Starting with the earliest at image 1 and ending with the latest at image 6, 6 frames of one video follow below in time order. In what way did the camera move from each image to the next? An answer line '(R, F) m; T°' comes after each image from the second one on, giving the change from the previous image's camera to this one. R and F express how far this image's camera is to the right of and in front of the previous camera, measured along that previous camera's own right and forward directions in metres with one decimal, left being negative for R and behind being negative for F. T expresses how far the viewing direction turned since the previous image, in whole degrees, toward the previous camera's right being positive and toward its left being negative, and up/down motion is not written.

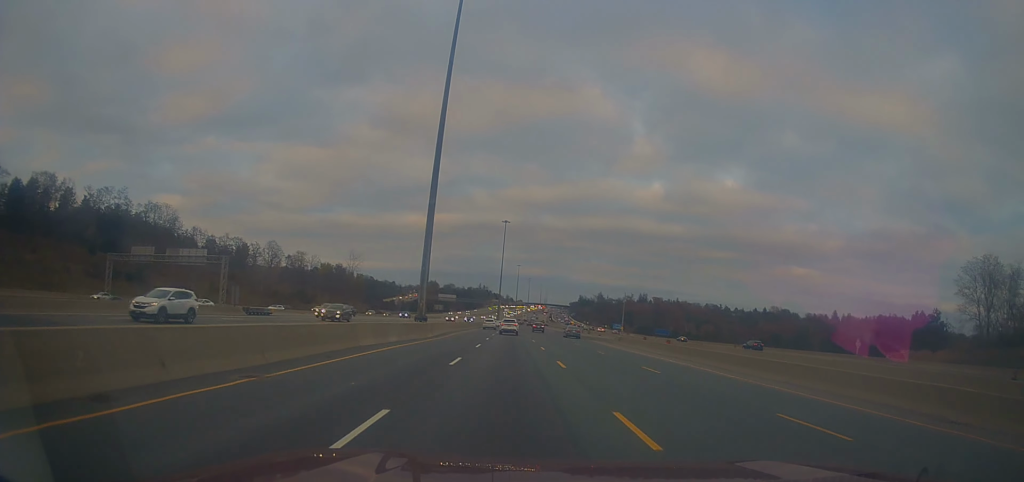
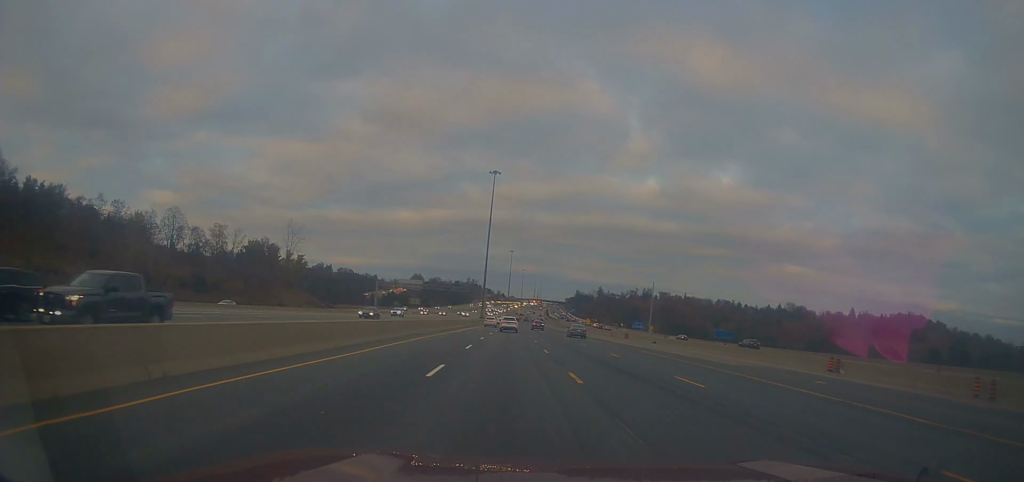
(-0.7, +65.4) m; -1°
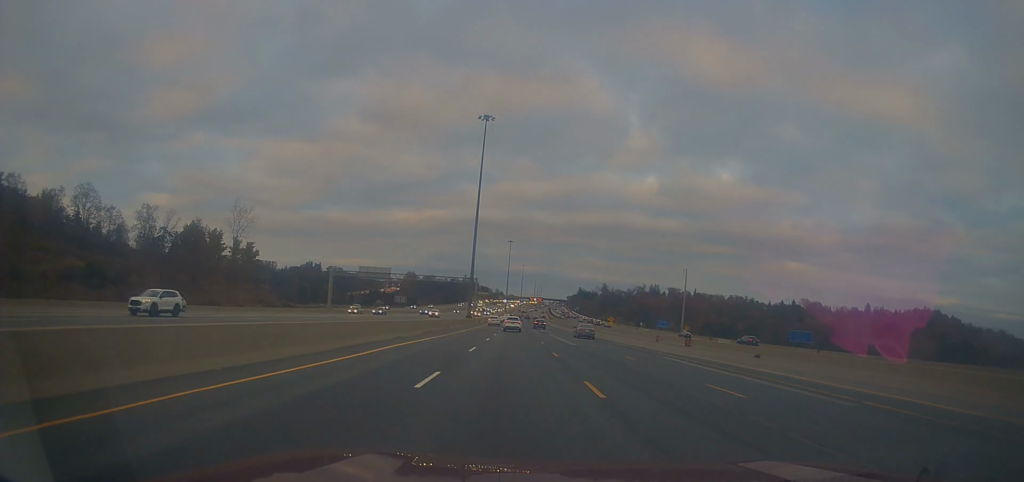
(+1.2, +39.0) m; +1°
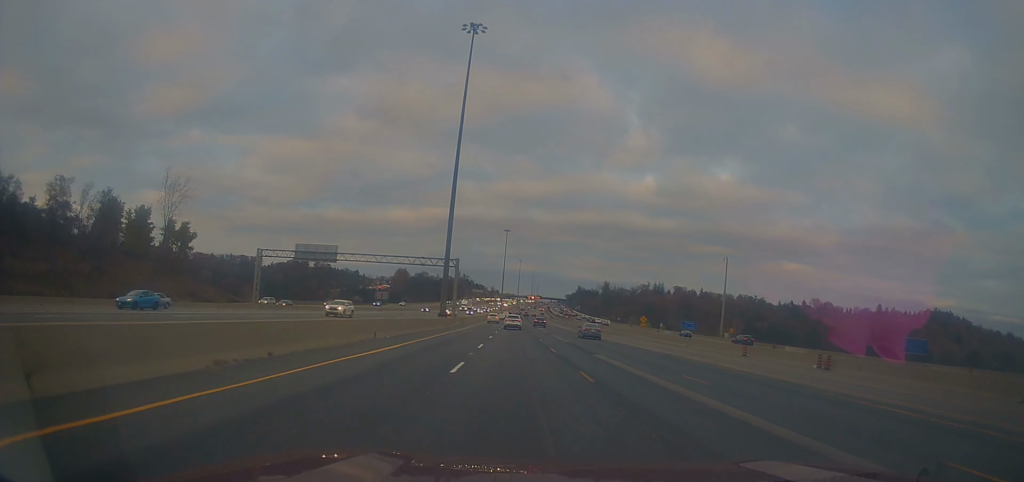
(-0.4, +33.6) m; 0°
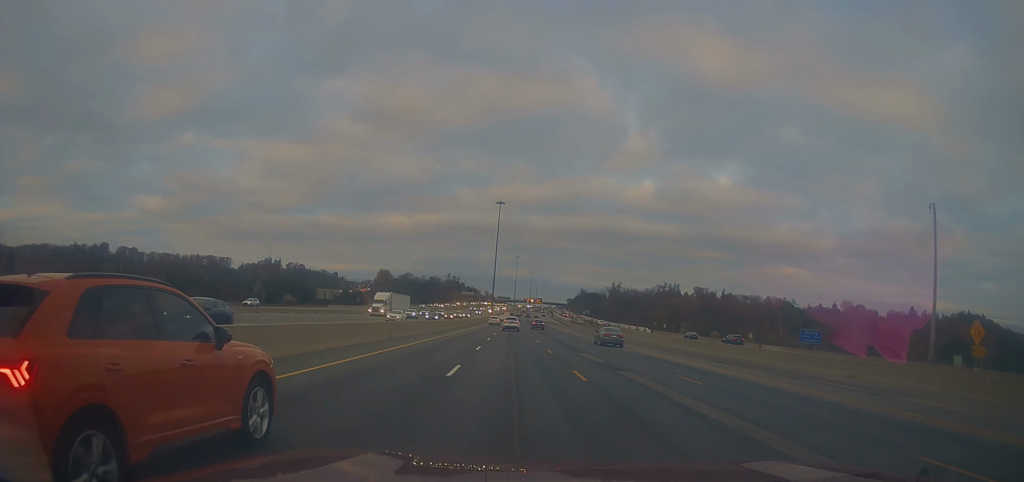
(+0.5, +72.0) m; 0°
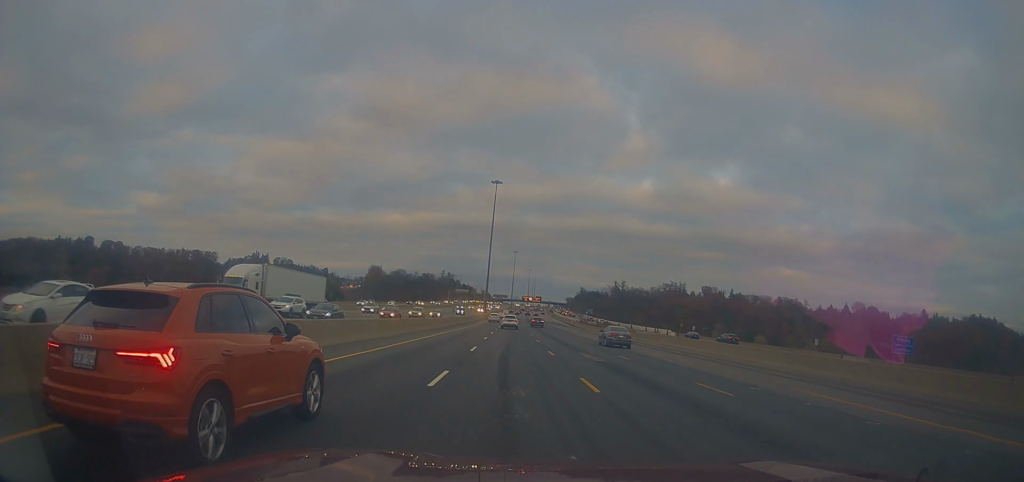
(0.0, +26.6) m; 0°
